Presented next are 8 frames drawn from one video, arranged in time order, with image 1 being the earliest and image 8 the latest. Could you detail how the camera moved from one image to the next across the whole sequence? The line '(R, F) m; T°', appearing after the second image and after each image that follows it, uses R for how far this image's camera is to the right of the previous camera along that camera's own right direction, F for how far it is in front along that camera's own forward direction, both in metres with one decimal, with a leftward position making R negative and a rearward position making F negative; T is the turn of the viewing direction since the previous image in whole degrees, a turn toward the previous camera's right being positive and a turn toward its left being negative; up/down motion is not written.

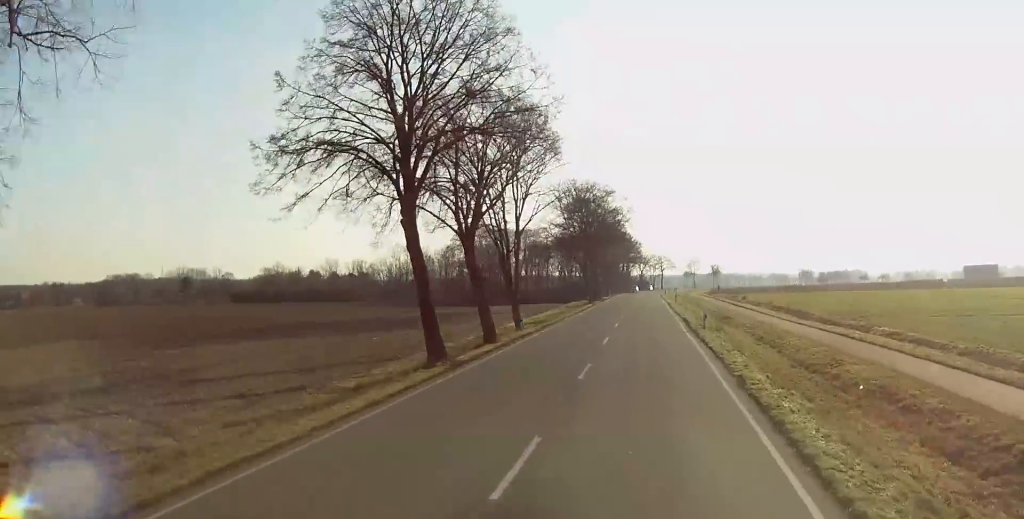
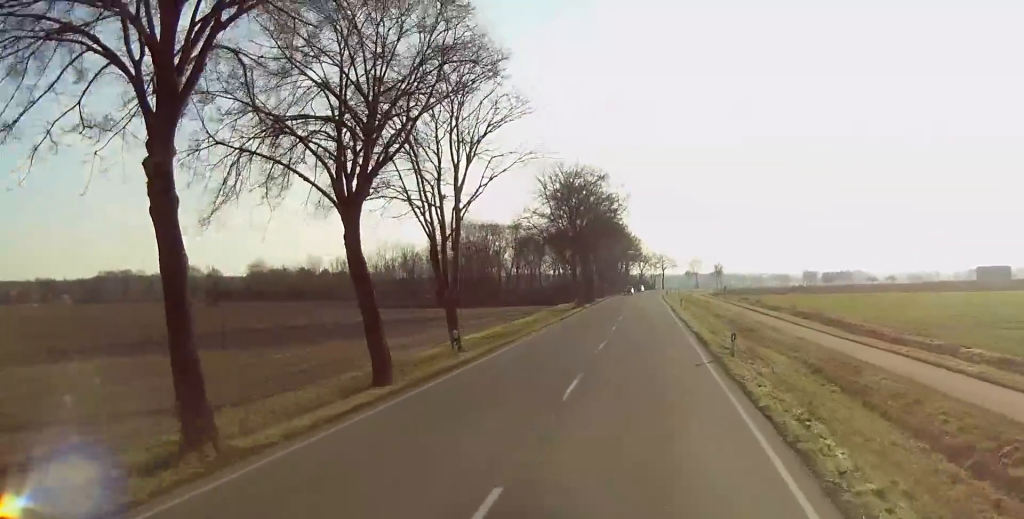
(0.0, +14.7) m; 0°
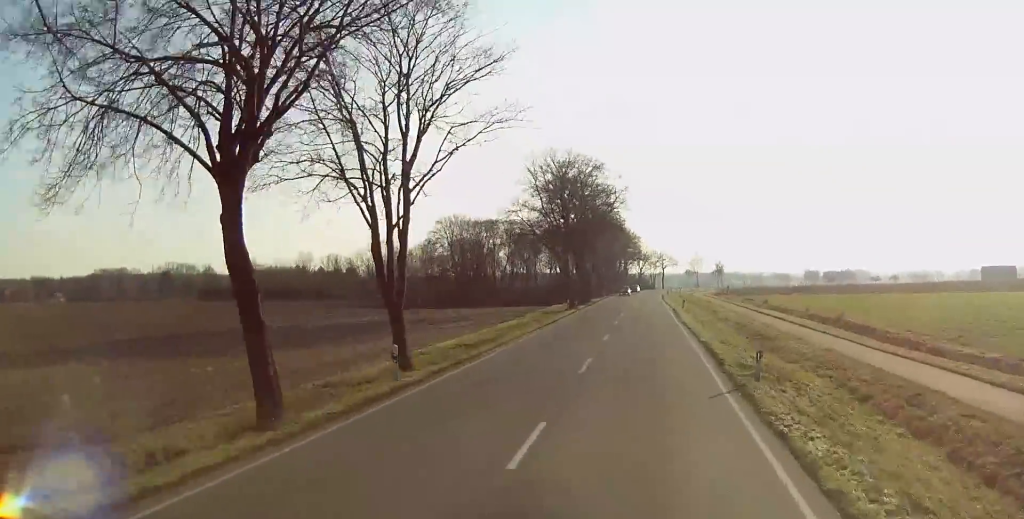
(0.0, +6.8) m; 0°
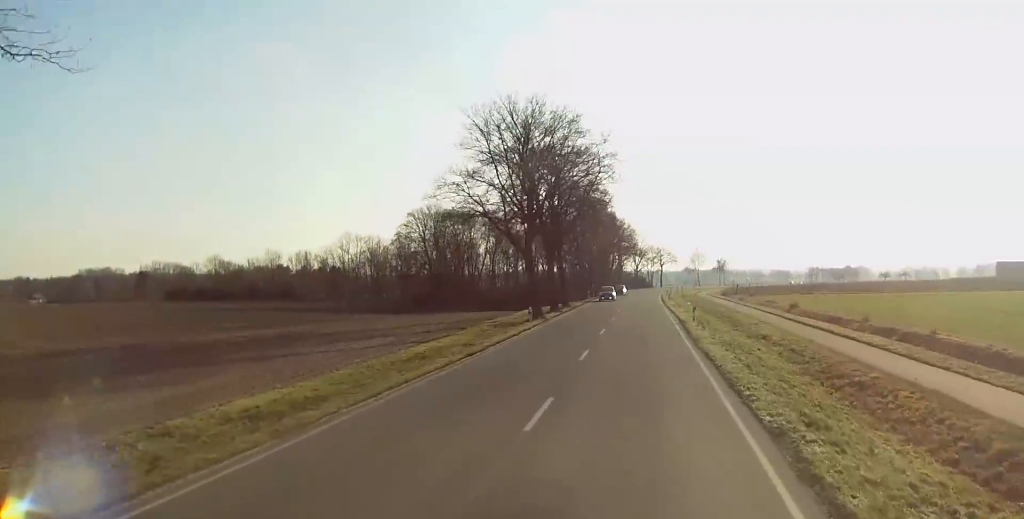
(-0.1, +20.4) m; 0°
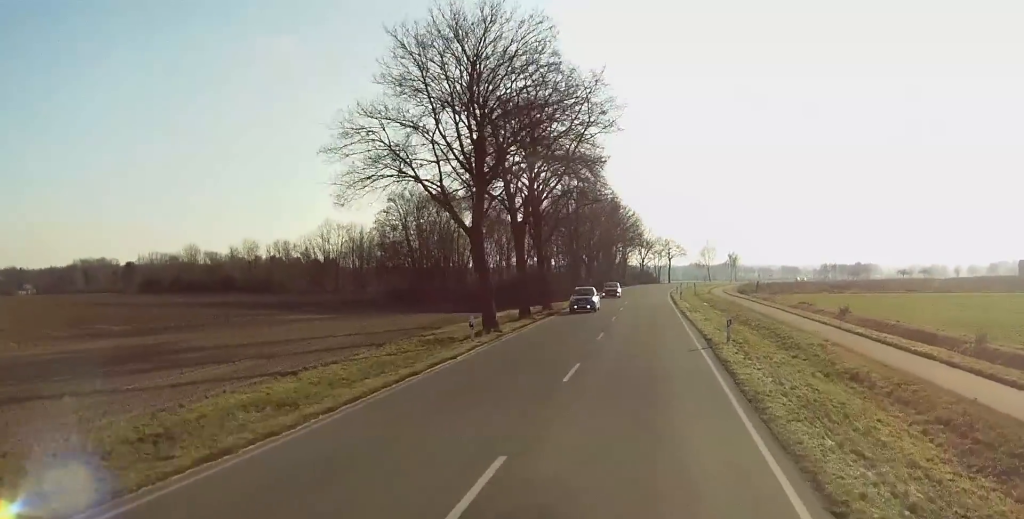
(+0.2, +17.7) m; +1°
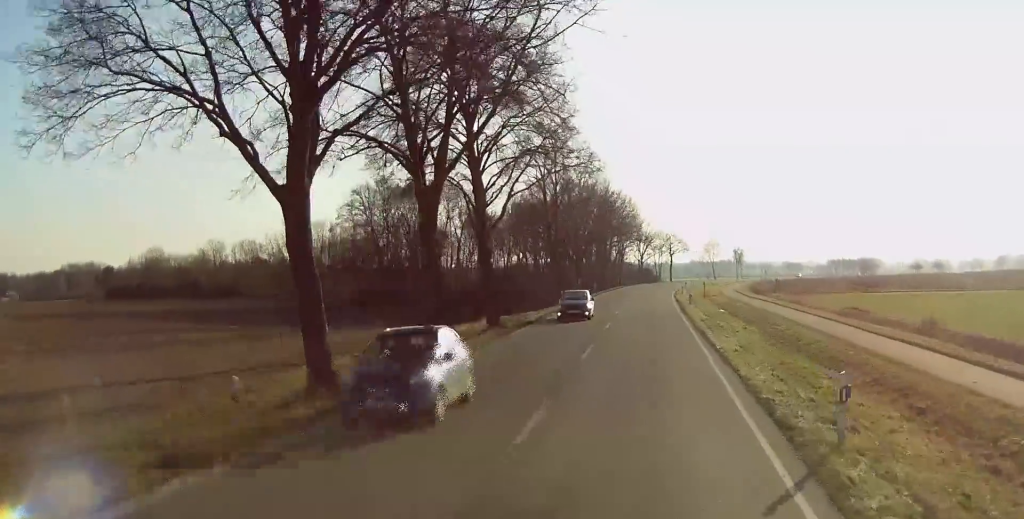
(0.0, +18.7) m; 0°
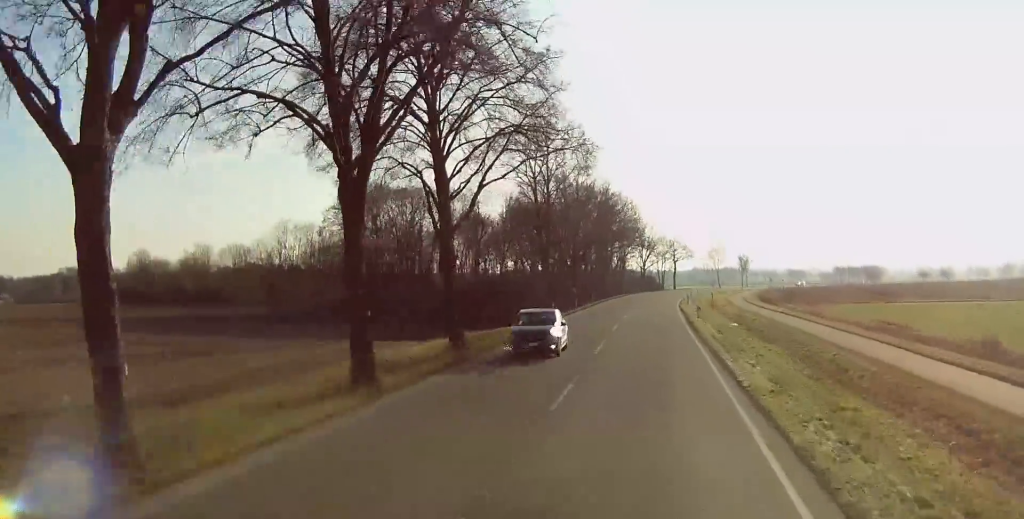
(0.0, +7.4) m; -1°
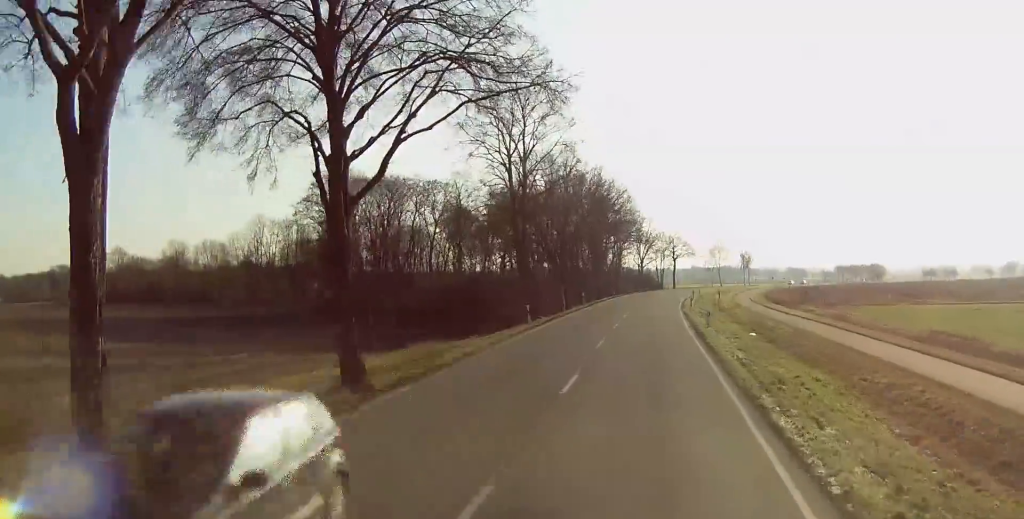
(0.0, +10.3) m; -1°
